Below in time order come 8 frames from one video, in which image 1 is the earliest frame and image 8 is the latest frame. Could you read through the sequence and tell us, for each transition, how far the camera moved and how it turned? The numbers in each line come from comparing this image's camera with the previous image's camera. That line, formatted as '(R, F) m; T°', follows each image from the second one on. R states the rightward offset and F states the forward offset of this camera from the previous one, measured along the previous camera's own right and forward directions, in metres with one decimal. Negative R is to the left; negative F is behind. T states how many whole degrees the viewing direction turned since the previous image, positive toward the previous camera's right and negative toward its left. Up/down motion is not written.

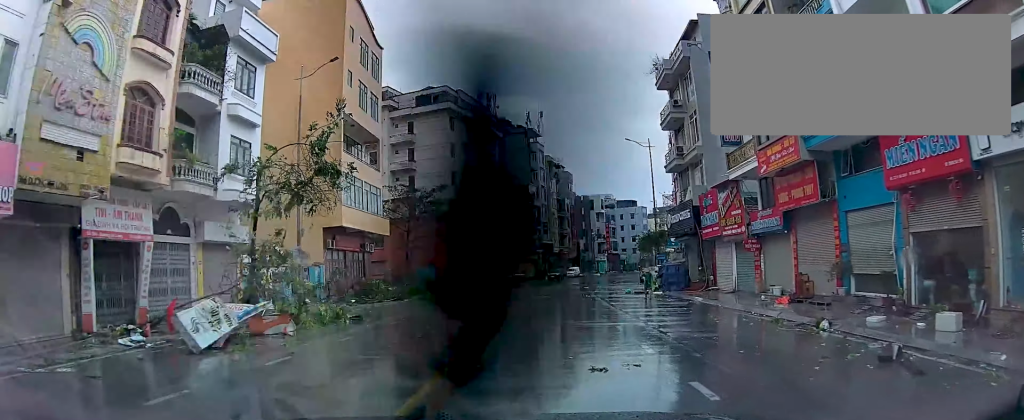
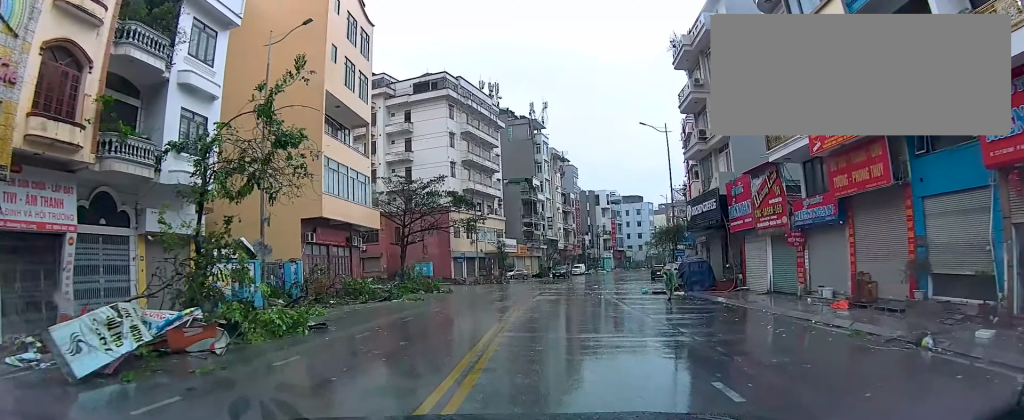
(+0.1, +4.1) m; -1°
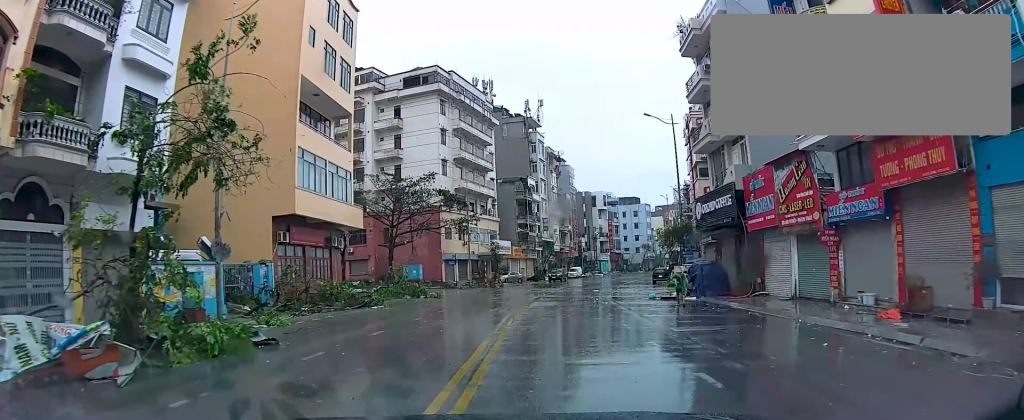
(0.0, +3.0) m; 0°
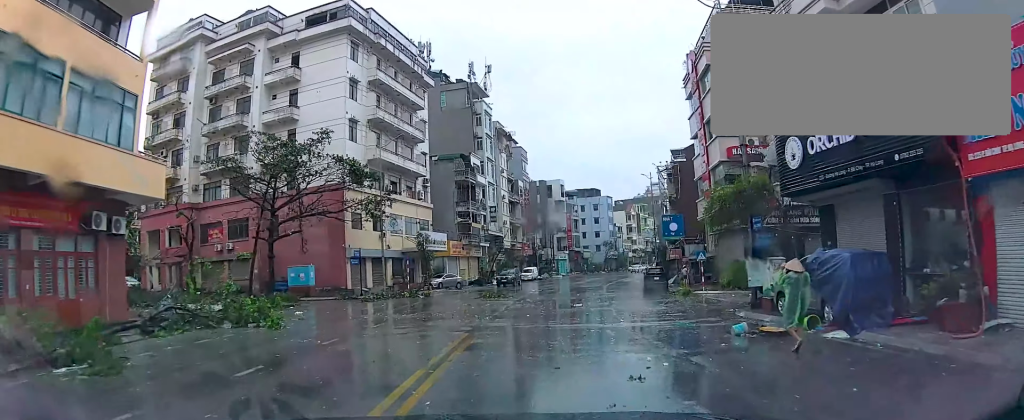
(+1.0, +17.6) m; +8°
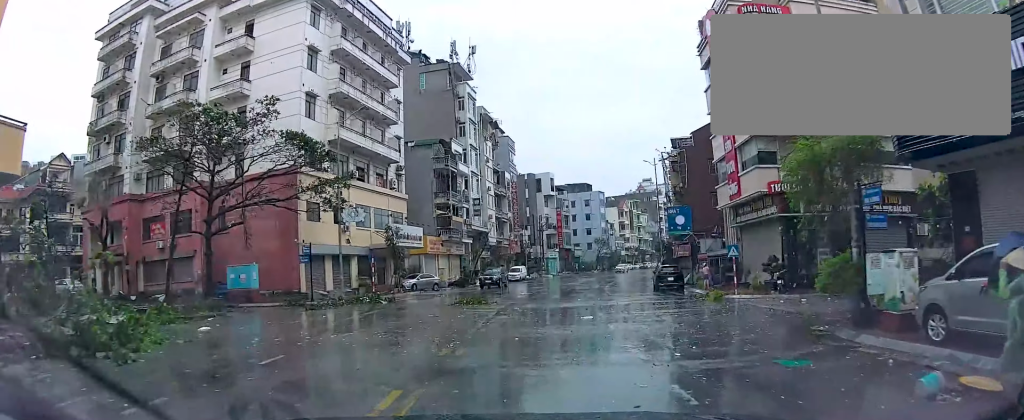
(+0.6, +7.3) m; +6°
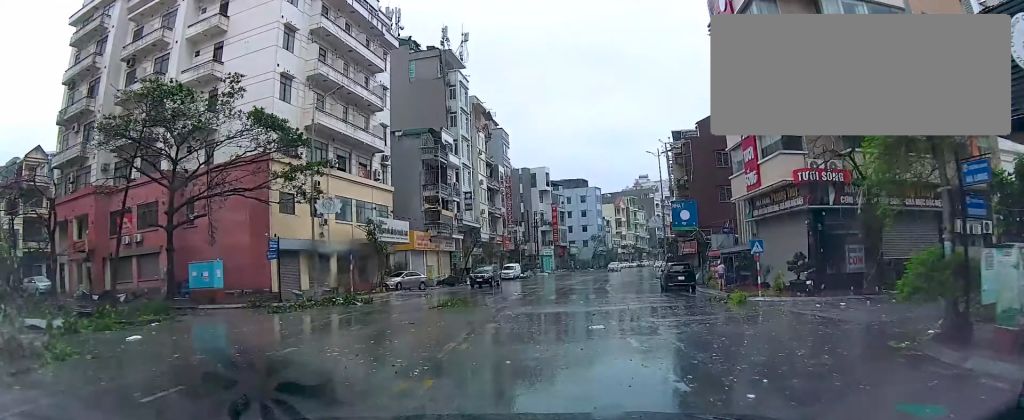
(0.0, +3.7) m; +1°
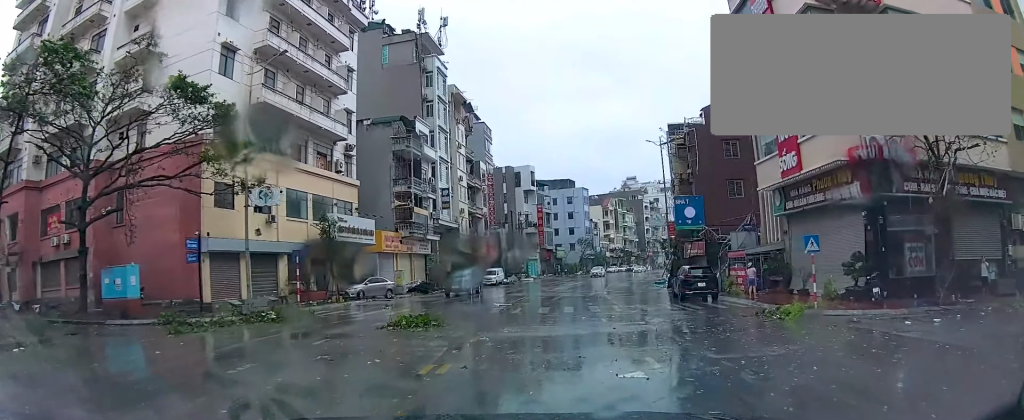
(+0.1, +6.6) m; -2°
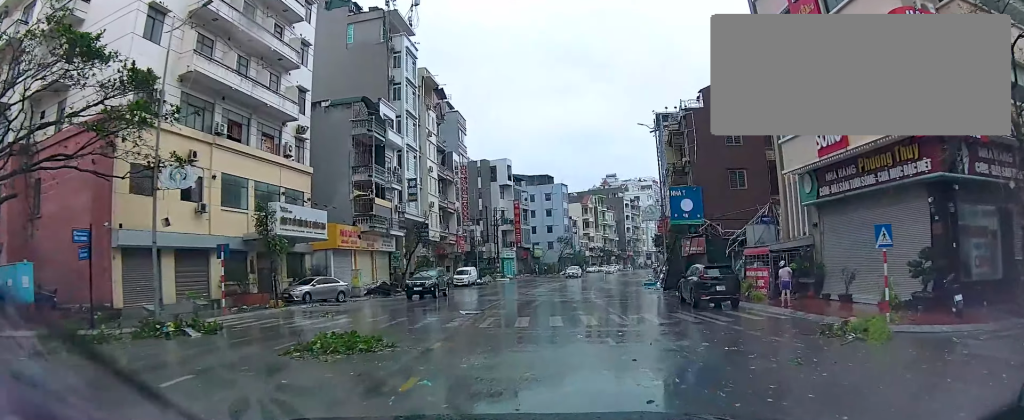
(-0.3, +6.0) m; -1°
